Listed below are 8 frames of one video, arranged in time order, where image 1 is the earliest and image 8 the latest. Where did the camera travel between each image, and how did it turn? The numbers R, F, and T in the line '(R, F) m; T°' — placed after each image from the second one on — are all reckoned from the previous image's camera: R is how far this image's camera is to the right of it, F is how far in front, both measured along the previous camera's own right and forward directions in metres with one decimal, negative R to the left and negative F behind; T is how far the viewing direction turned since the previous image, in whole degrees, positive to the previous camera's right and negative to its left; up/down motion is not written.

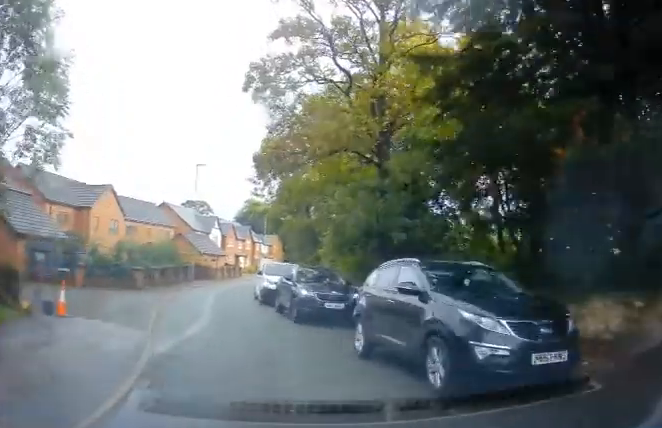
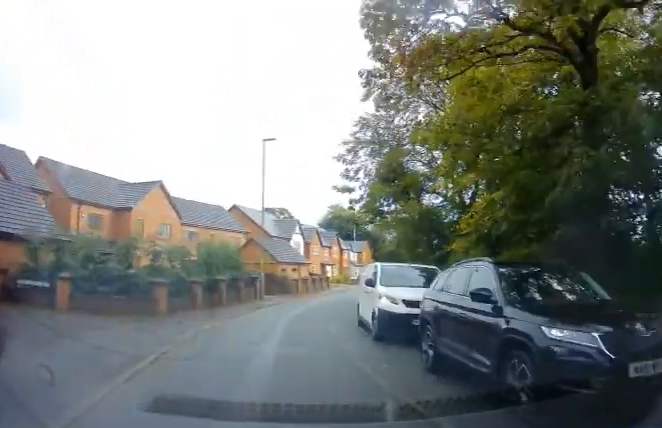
(-0.9, +9.0) m; 0°
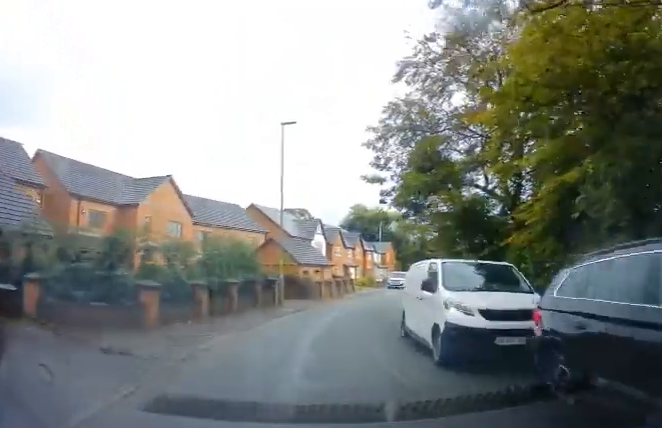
(+0.4, +3.0) m; -2°
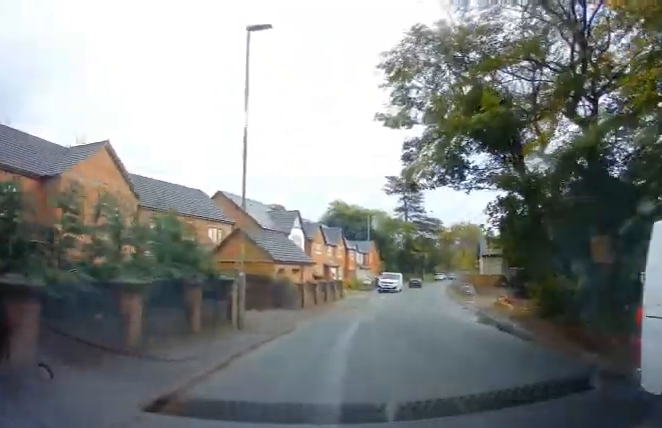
(-0.4, +8.2) m; -5°
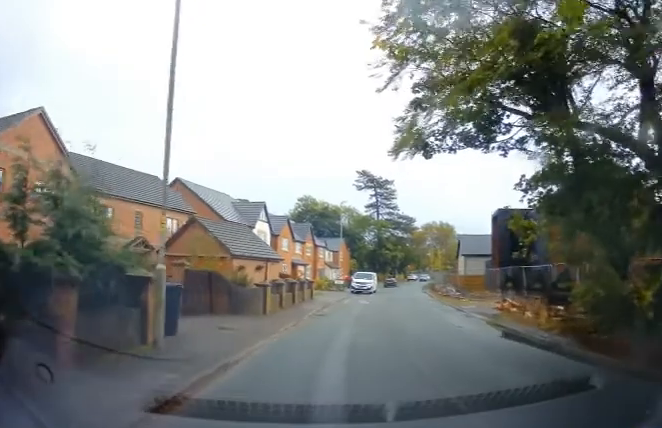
(-0.3, +4.7) m; +1°
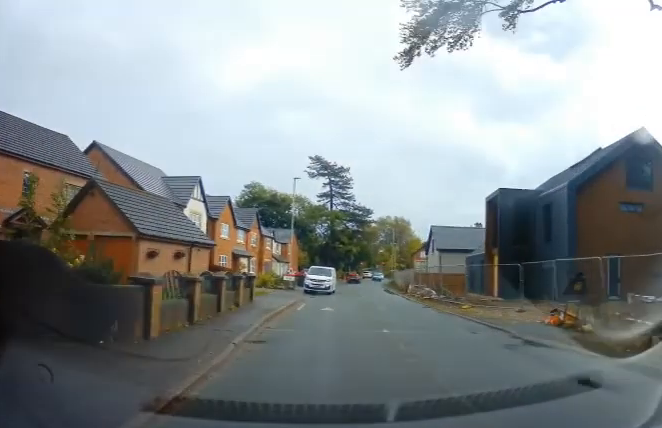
(+1.2, +8.7) m; +7°
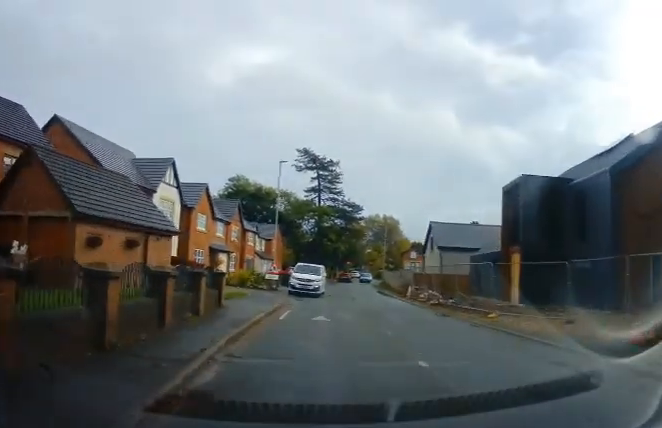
(-0.1, +4.4) m; +3°
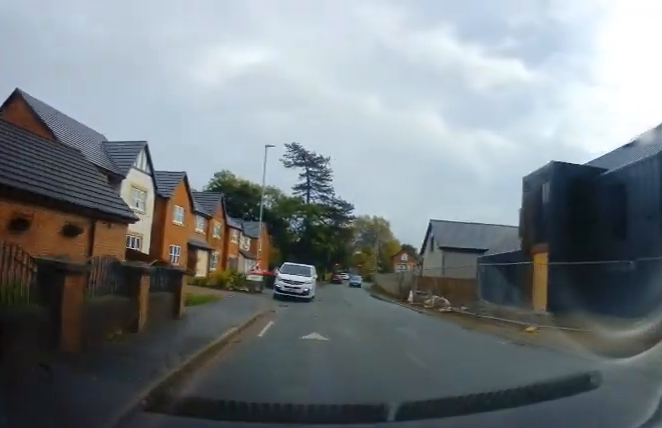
(0.0, +3.6) m; +5°
